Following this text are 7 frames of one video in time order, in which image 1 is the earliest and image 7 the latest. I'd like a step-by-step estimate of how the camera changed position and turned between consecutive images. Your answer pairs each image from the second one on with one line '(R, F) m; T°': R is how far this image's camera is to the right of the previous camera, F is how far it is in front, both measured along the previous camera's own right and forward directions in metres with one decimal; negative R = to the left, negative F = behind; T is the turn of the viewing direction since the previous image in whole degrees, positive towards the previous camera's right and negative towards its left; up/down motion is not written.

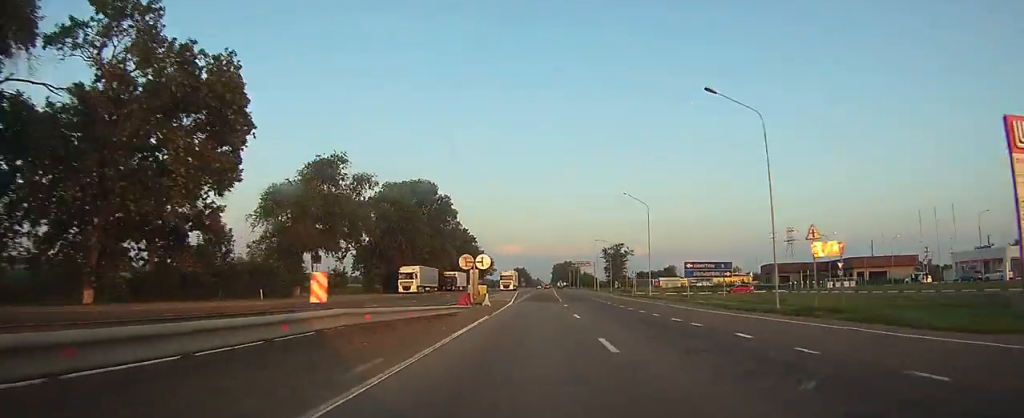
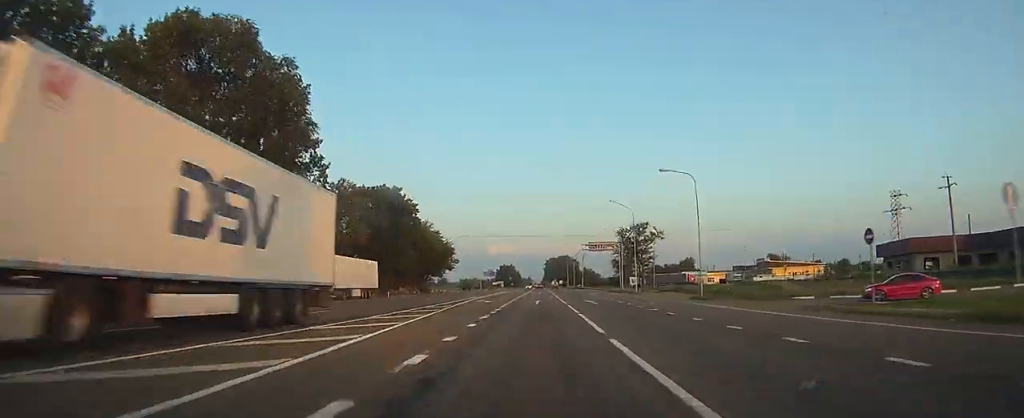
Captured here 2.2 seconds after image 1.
(+0.5, +66.6) m; +1°
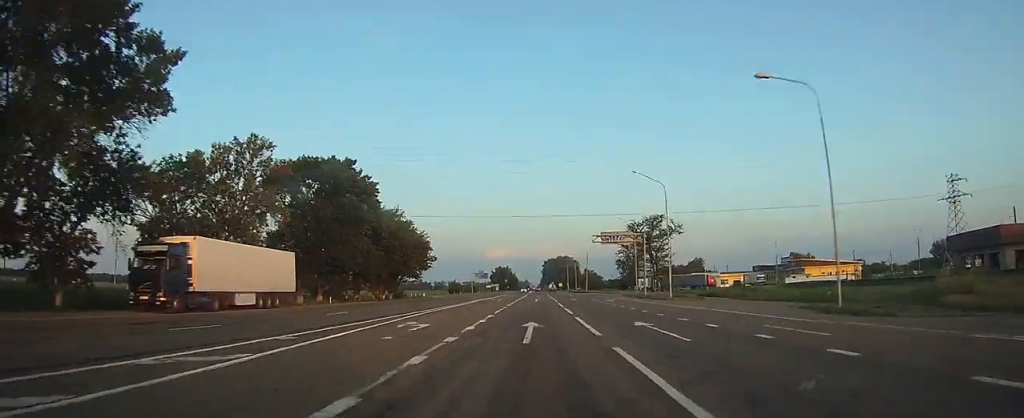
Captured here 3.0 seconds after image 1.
(+0.1, +21.9) m; +1°
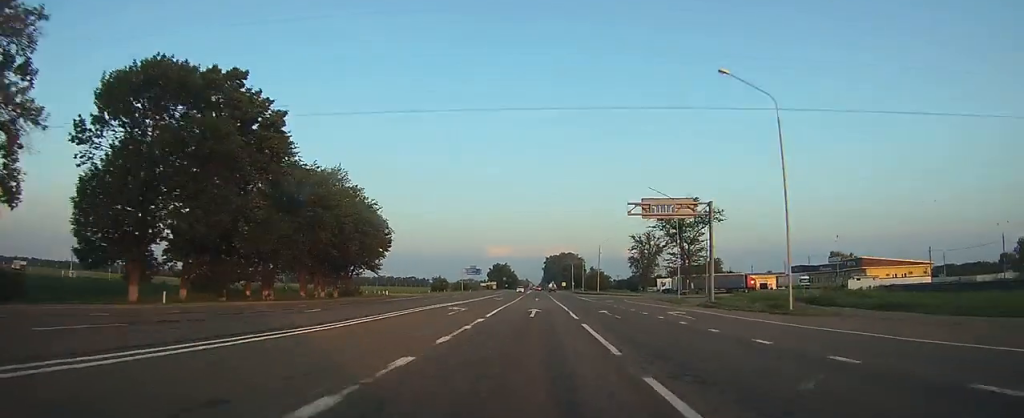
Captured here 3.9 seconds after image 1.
(+0.3, +27.9) m; +1°
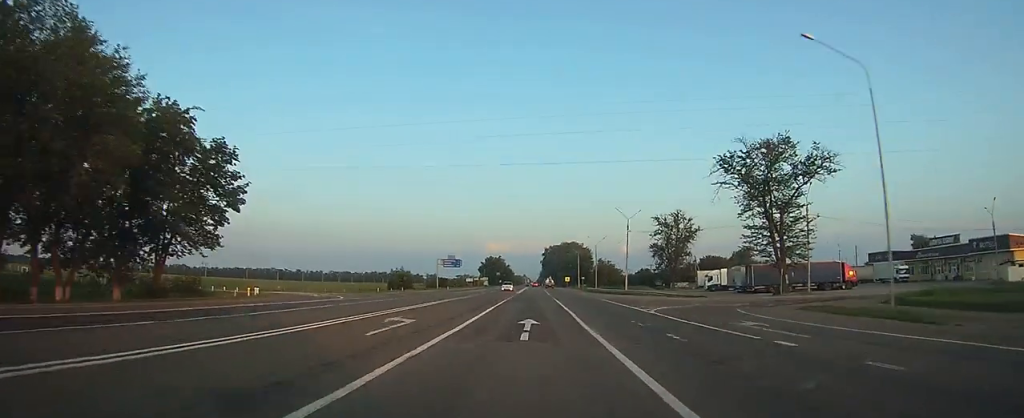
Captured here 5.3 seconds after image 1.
(+0.3, +41.0) m; +1°
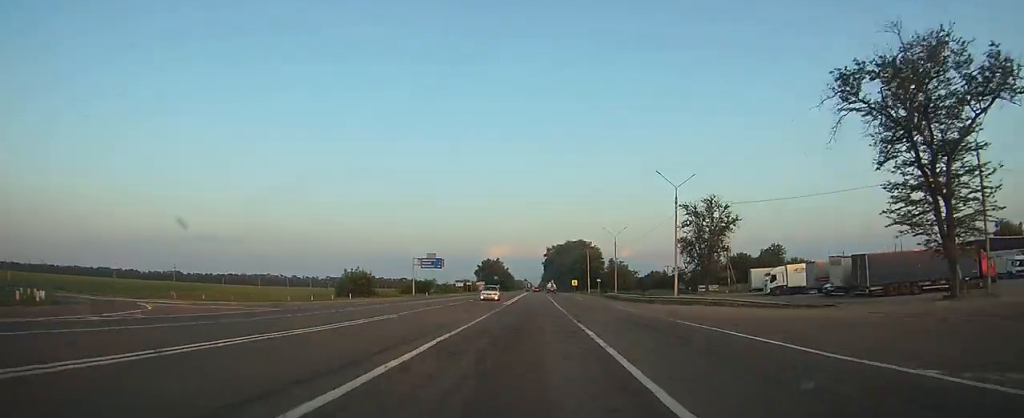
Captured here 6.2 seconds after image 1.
(+0.1, +28.1) m; 0°
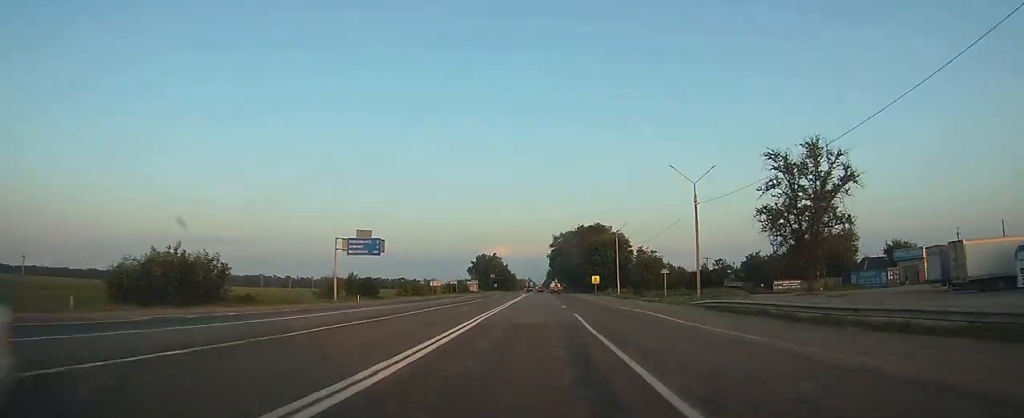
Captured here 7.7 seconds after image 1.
(-0.1, +45.1) m; 0°
